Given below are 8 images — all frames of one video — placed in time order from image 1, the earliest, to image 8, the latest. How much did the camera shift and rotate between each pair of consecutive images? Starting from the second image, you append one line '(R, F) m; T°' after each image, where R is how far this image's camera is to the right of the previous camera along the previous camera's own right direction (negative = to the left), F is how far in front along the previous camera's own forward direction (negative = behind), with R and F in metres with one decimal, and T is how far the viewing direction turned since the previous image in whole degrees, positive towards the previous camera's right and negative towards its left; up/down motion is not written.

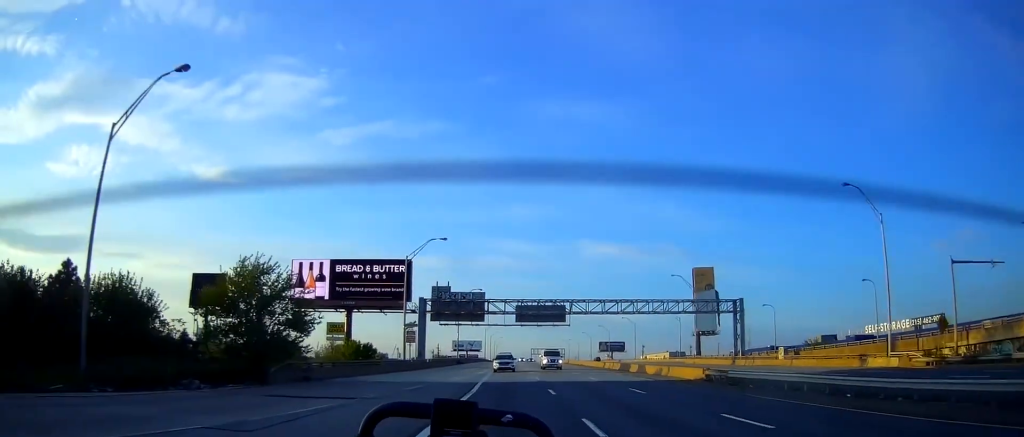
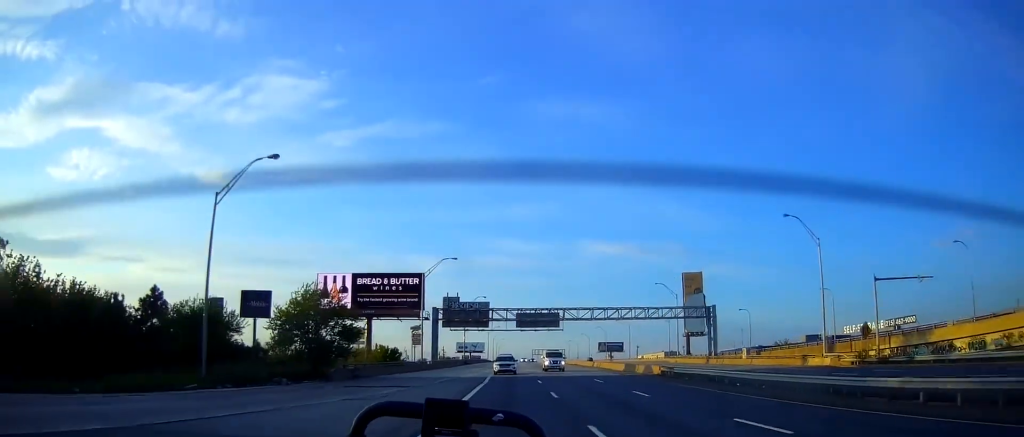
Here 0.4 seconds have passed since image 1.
(+0.1, +11.1) m; 0°
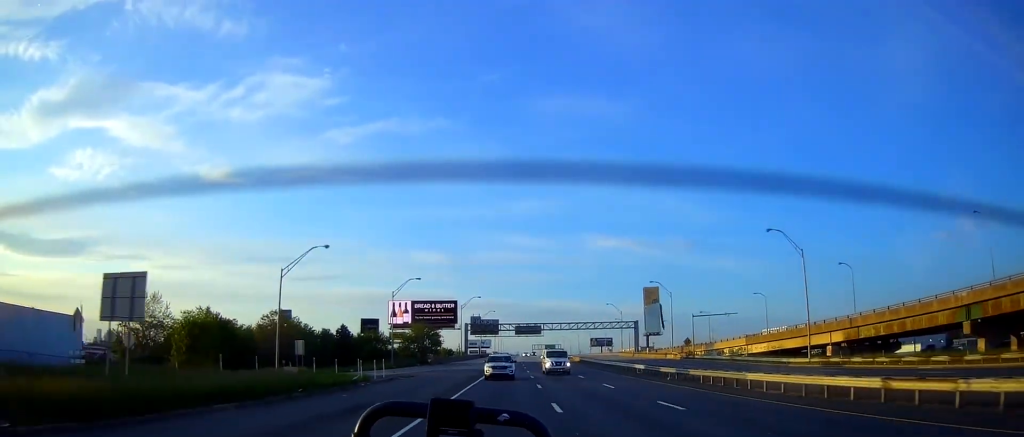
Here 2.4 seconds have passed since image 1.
(-1.0, +55.0) m; -2°
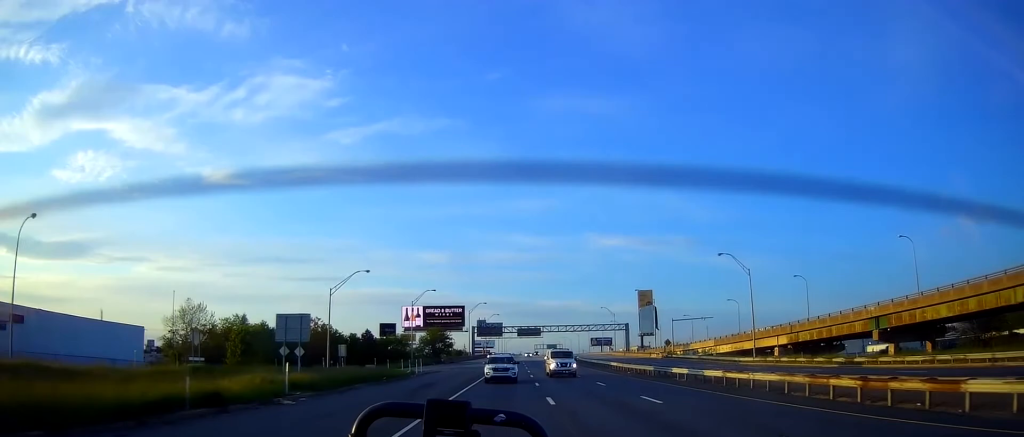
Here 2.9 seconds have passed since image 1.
(-0.2, +14.9) m; 0°
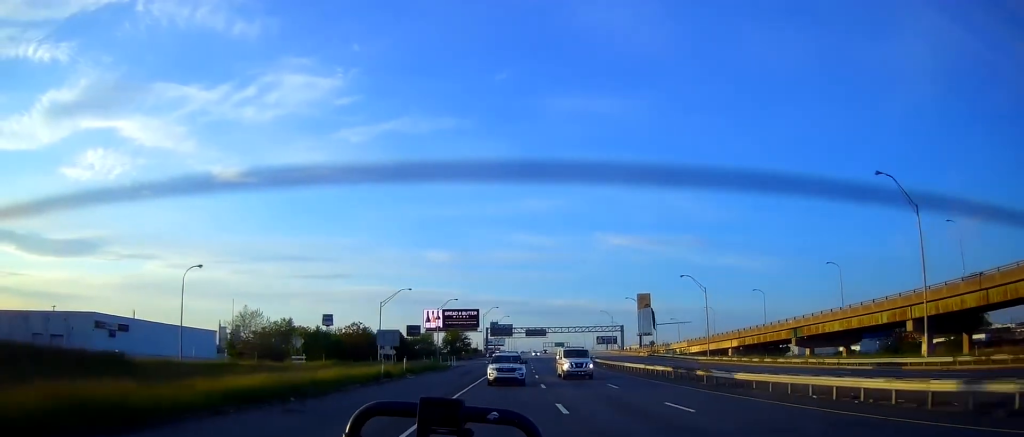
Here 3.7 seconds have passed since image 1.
(+0.5, +21.5) m; +1°
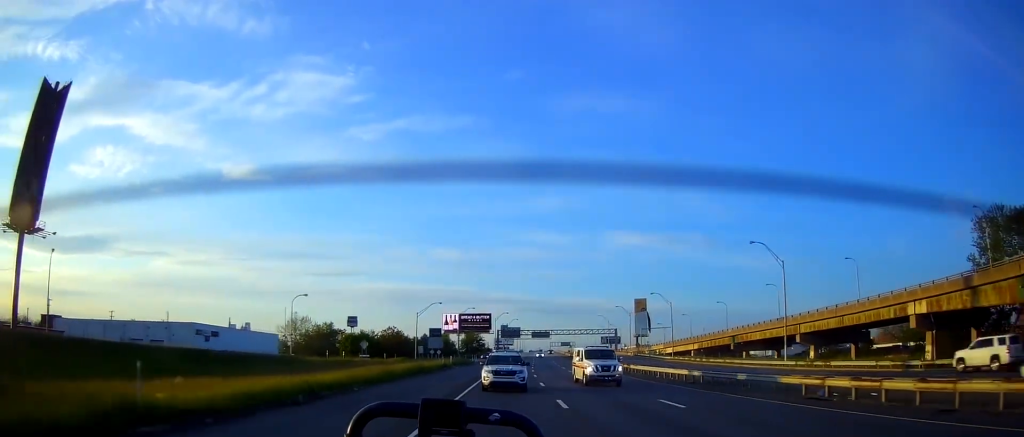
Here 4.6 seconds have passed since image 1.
(+0.1, +26.1) m; -1°
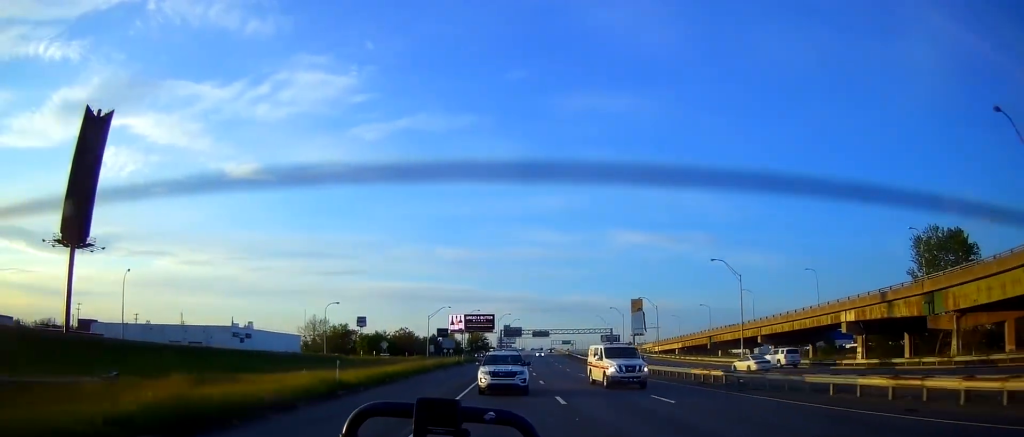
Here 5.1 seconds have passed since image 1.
(-0.1, +13.5) m; -1°
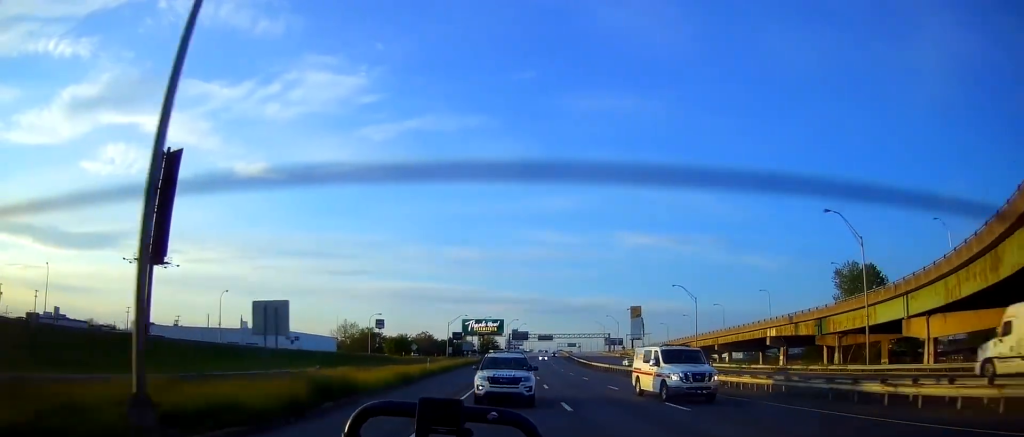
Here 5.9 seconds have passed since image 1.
(-0.3, +23.1) m; -1°
